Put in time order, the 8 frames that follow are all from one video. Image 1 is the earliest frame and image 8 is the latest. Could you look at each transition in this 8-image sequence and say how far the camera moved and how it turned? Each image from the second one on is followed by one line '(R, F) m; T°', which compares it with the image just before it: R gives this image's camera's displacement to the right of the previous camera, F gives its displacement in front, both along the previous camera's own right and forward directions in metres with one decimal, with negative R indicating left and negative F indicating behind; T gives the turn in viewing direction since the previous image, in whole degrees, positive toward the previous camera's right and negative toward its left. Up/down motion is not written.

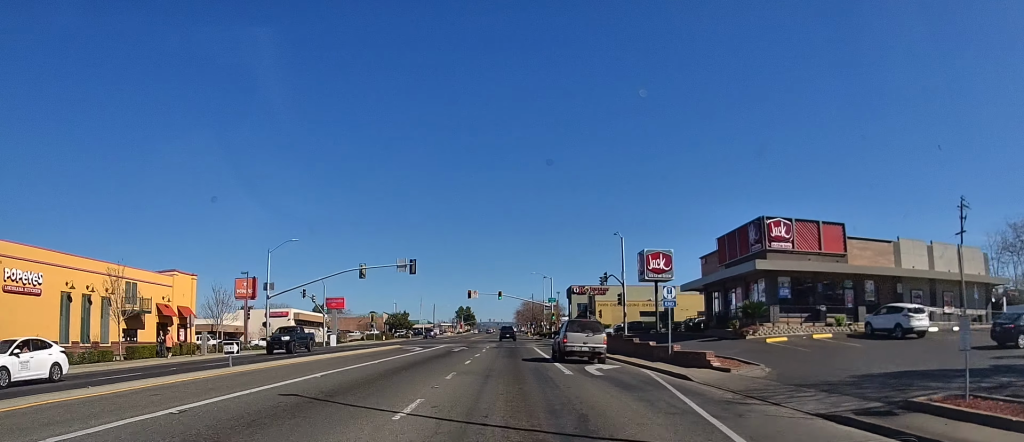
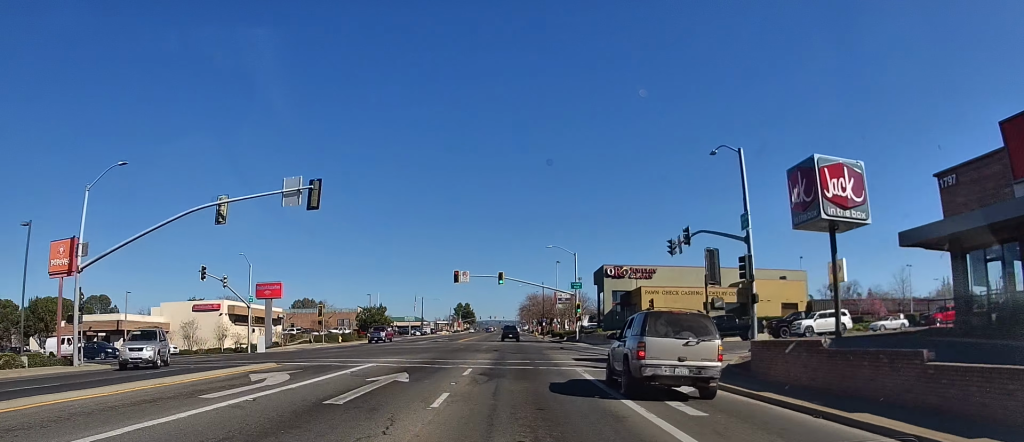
(-0.3, +27.7) m; 0°
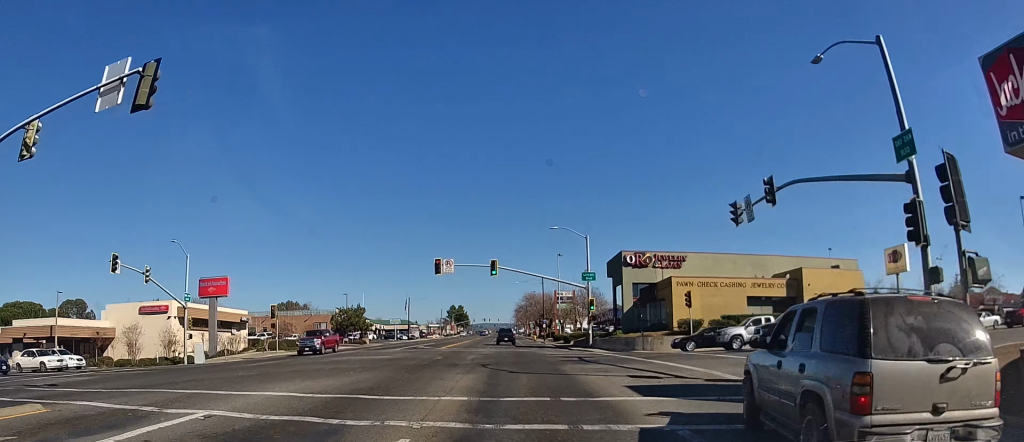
(+0.2, +12.4) m; -1°
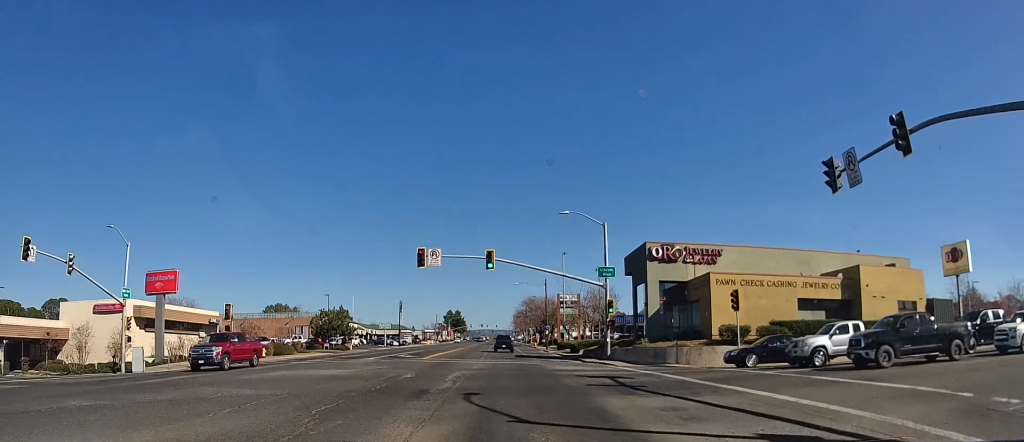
(+0.1, +8.9) m; 0°
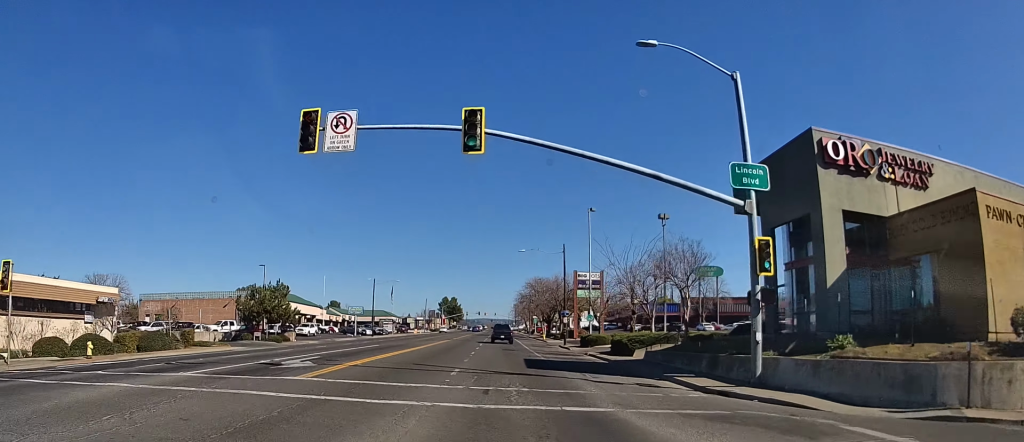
(-0.2, +23.0) m; +2°
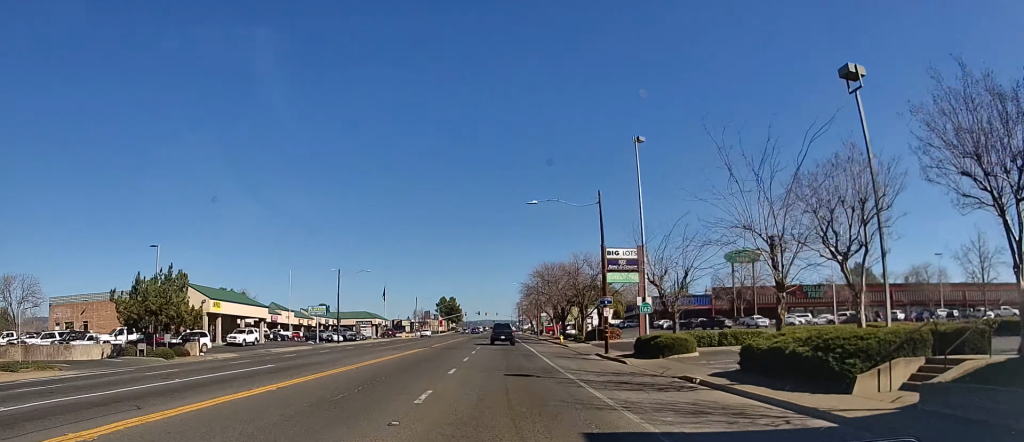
(+0.4, +20.8) m; +1°
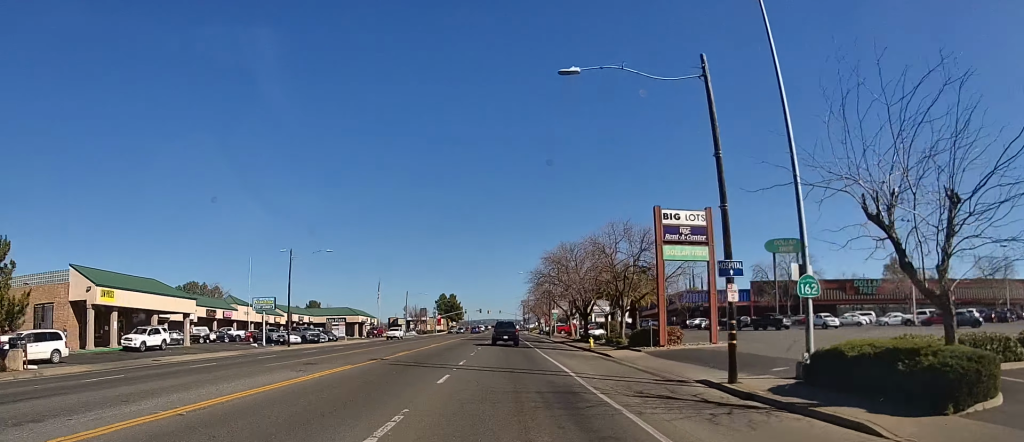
(-0.2, +18.8) m; -1°
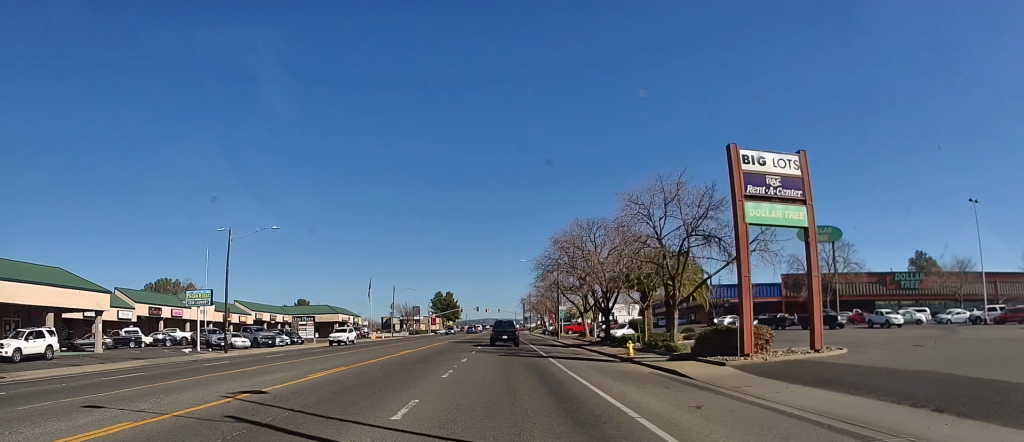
(0.0, +13.6) m; 0°
